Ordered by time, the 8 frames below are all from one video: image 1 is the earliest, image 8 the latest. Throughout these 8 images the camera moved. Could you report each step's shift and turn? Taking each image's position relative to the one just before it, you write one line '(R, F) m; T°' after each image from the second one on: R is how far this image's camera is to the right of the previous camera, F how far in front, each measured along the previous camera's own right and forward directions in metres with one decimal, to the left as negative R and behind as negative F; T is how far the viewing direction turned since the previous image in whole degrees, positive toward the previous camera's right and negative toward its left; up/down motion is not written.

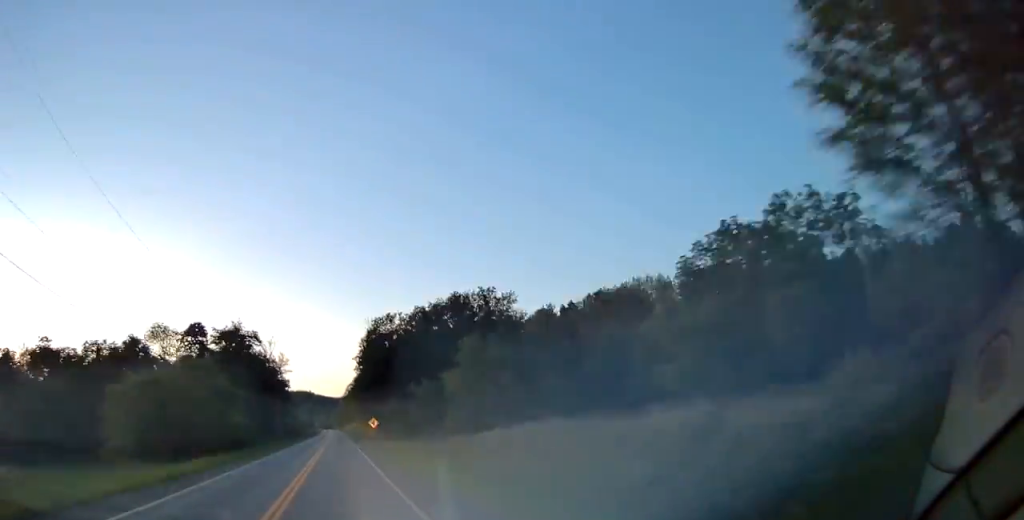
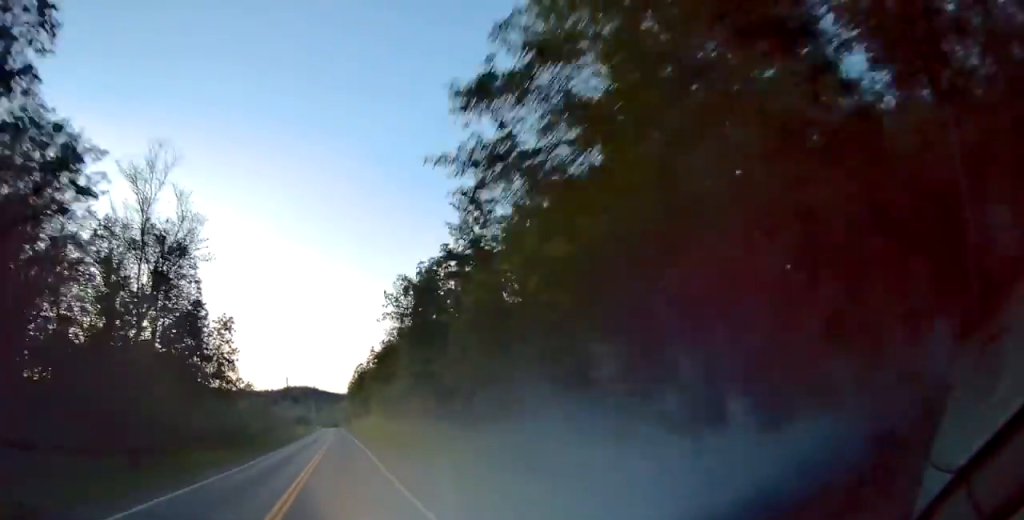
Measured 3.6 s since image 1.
(-0.1, +87.4) m; 0°
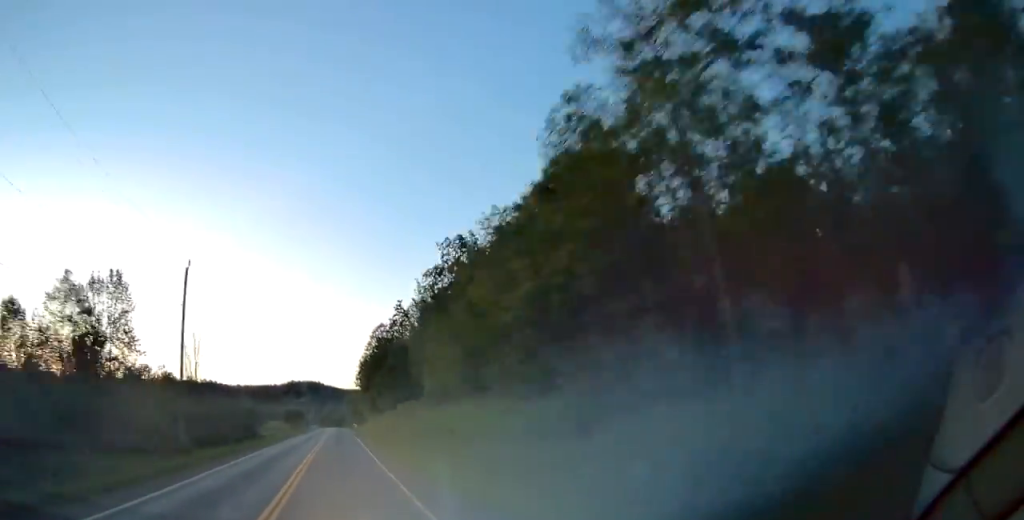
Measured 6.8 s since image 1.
(-0.2, +77.1) m; 0°
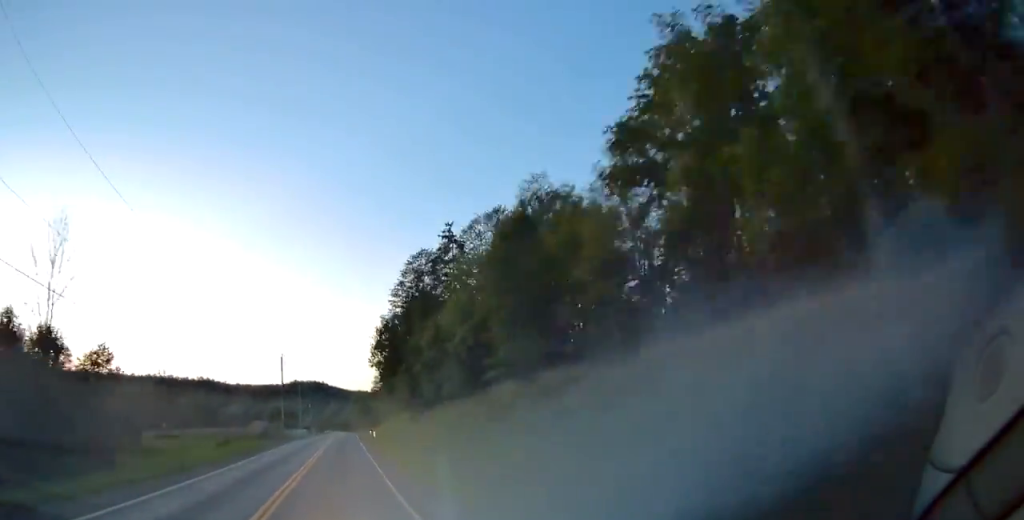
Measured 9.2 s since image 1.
(-0.2, +57.5) m; 0°
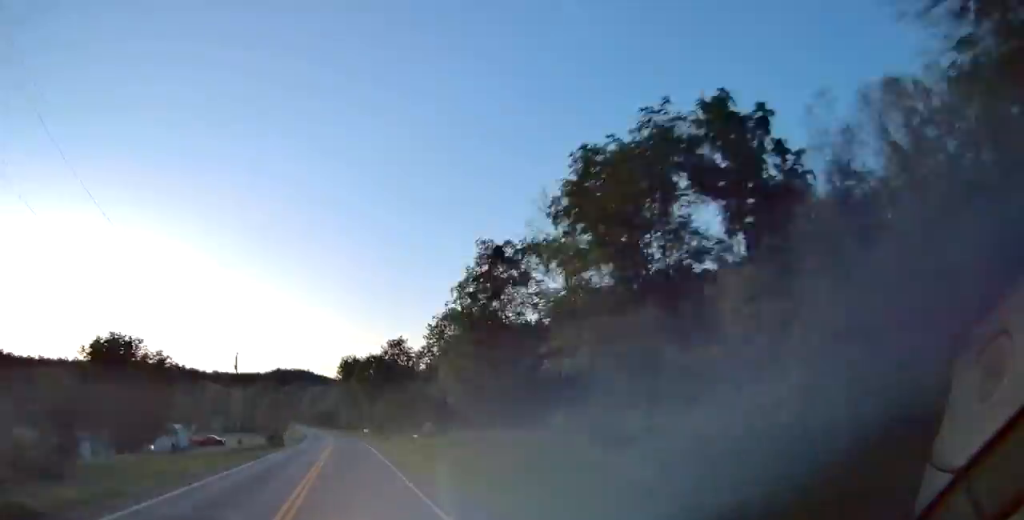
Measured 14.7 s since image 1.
(+0.3, +128.0) m; -1°
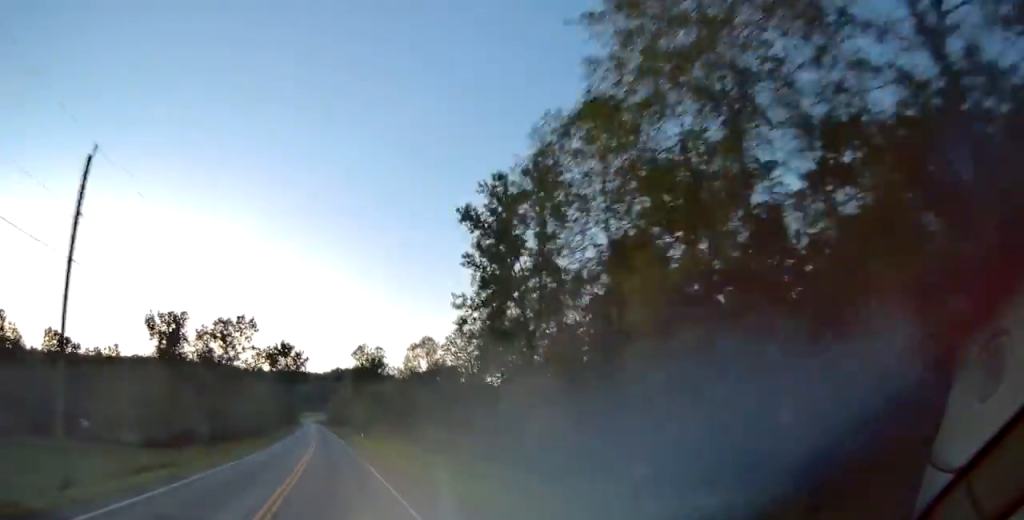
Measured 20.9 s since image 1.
(-5.4, +145.6) m; -6°
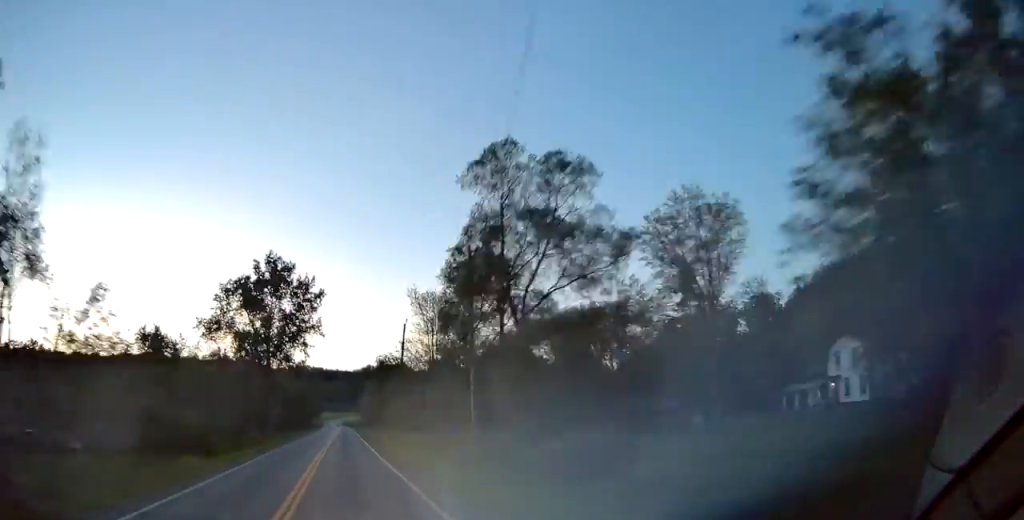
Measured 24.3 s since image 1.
(-3.2, +79.1) m; -2°
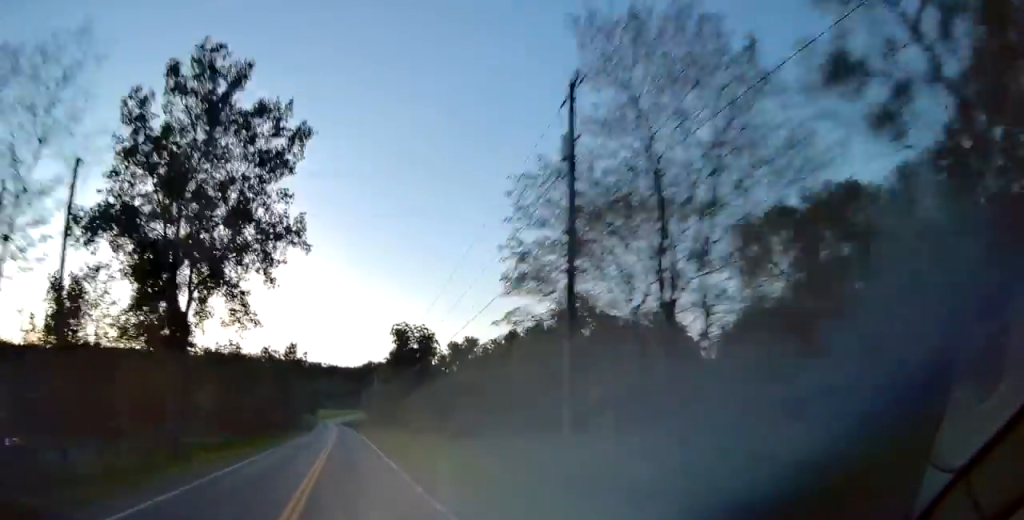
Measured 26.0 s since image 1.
(-0.3, +41.6) m; 0°
